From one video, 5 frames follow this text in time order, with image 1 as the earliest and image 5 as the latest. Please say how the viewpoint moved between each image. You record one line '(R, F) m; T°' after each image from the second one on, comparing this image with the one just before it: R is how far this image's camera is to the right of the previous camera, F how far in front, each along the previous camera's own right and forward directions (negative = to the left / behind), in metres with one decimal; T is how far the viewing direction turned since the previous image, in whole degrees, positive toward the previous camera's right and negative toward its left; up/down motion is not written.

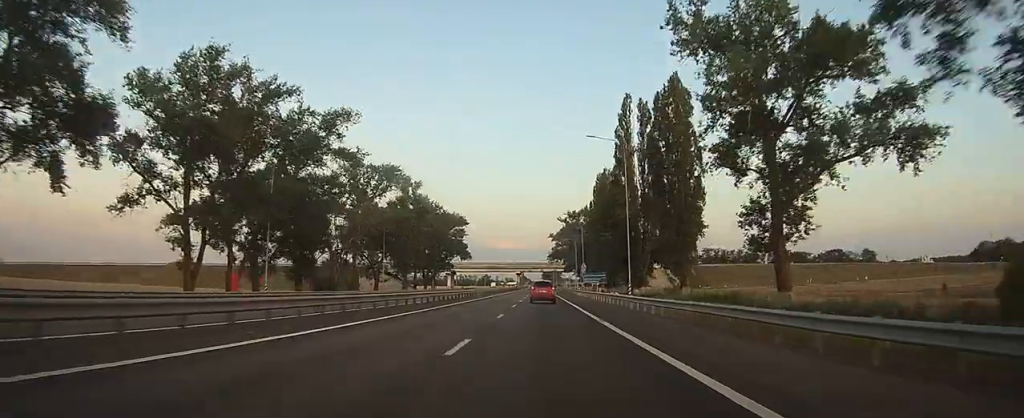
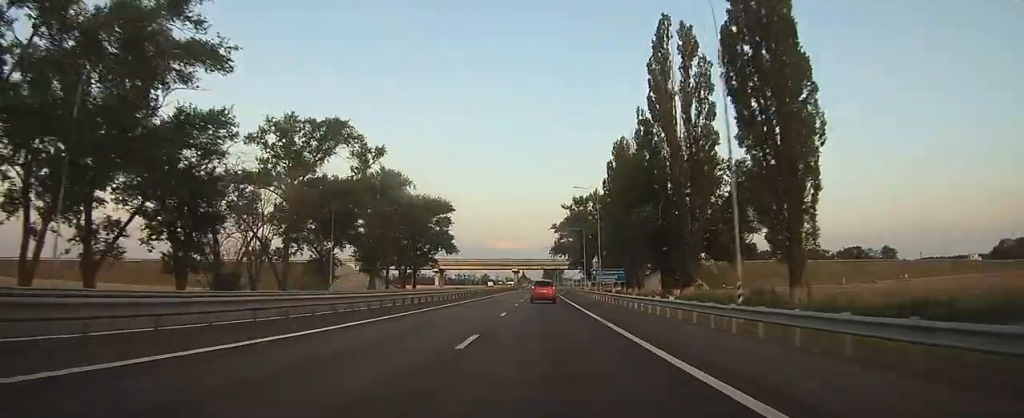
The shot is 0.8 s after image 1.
(-0.1, +22.7) m; 0°
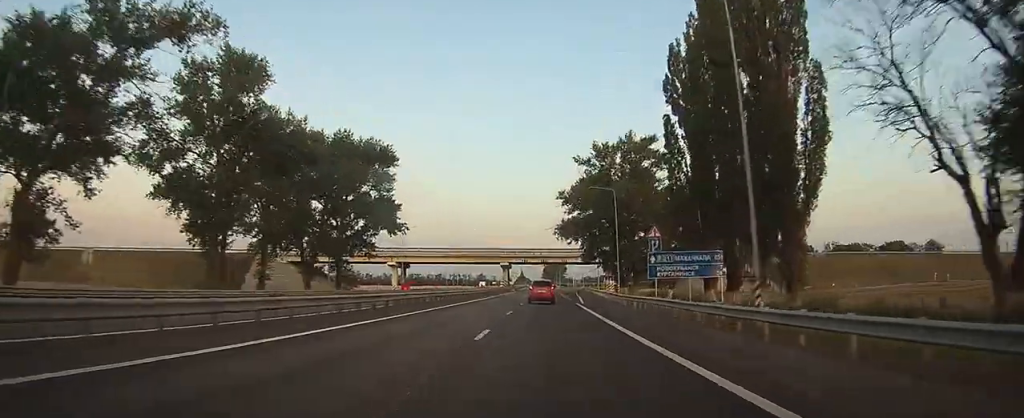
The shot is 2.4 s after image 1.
(-0.1, +45.4) m; 0°
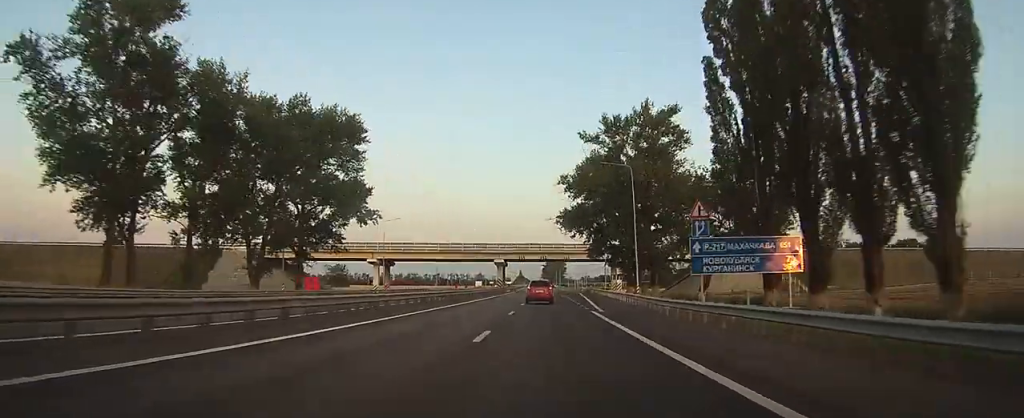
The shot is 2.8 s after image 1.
(0.0, +12.3) m; 0°
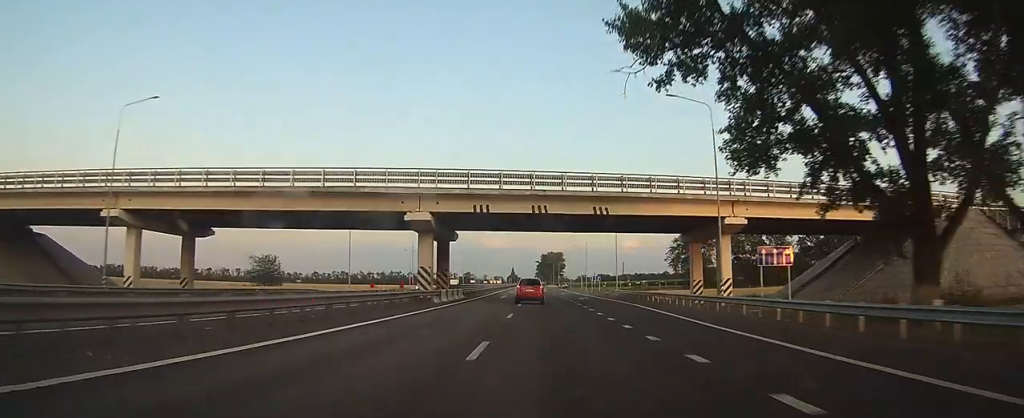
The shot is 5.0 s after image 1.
(+0.4, +62.7) m; +1°
